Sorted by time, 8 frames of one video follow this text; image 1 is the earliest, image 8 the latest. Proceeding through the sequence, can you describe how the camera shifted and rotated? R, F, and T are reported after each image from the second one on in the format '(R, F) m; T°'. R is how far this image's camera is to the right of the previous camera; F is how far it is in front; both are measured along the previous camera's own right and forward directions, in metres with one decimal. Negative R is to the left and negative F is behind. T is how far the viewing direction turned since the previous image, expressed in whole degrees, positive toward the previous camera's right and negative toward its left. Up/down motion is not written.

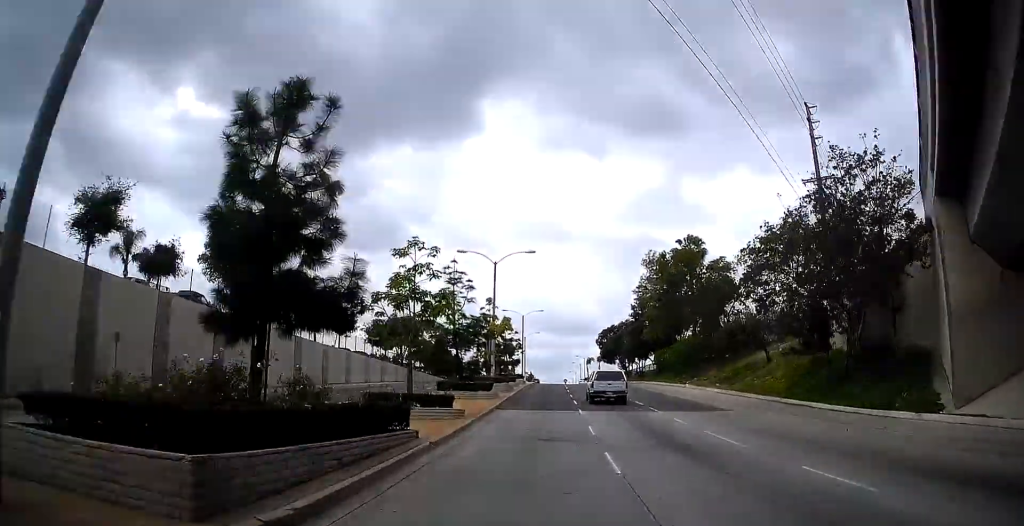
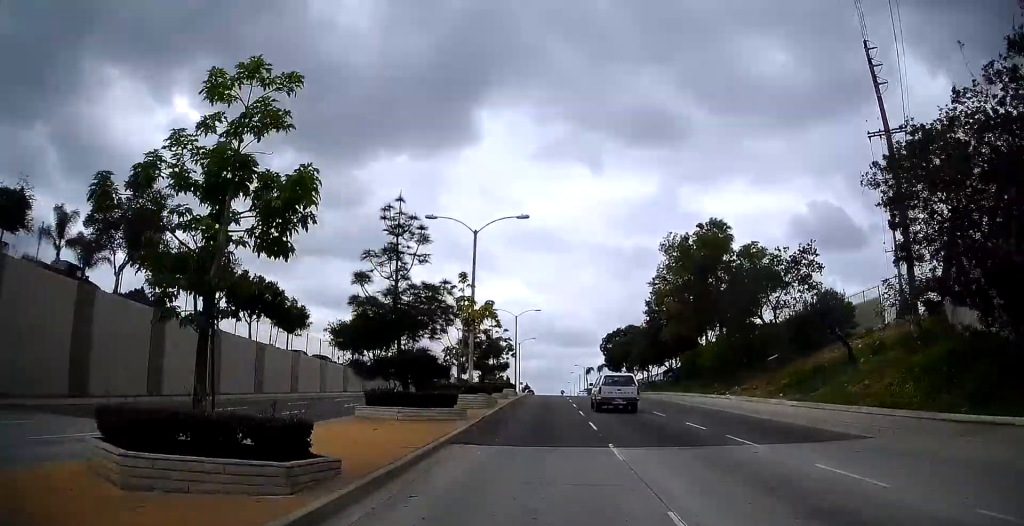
(-0.1, +12.3) m; 0°
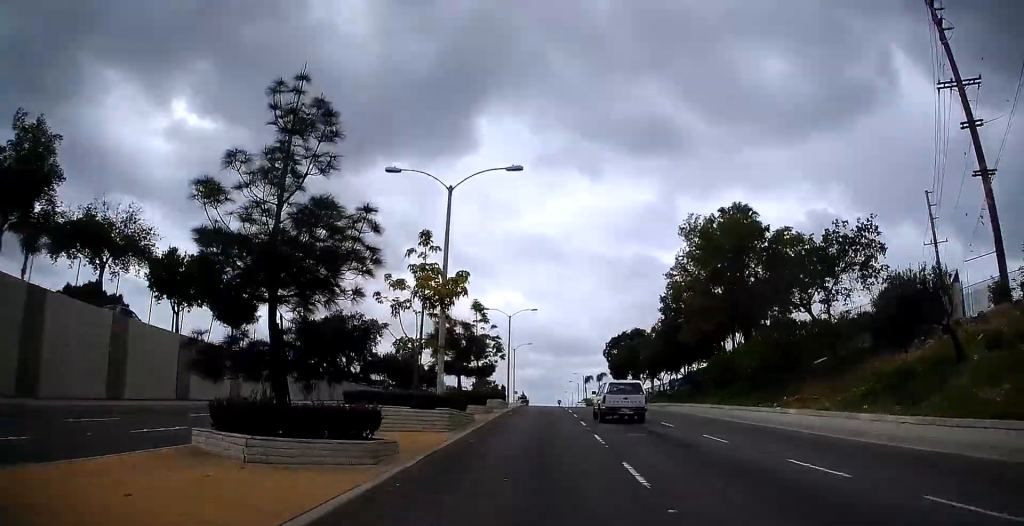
(+0.2, +9.3) m; 0°
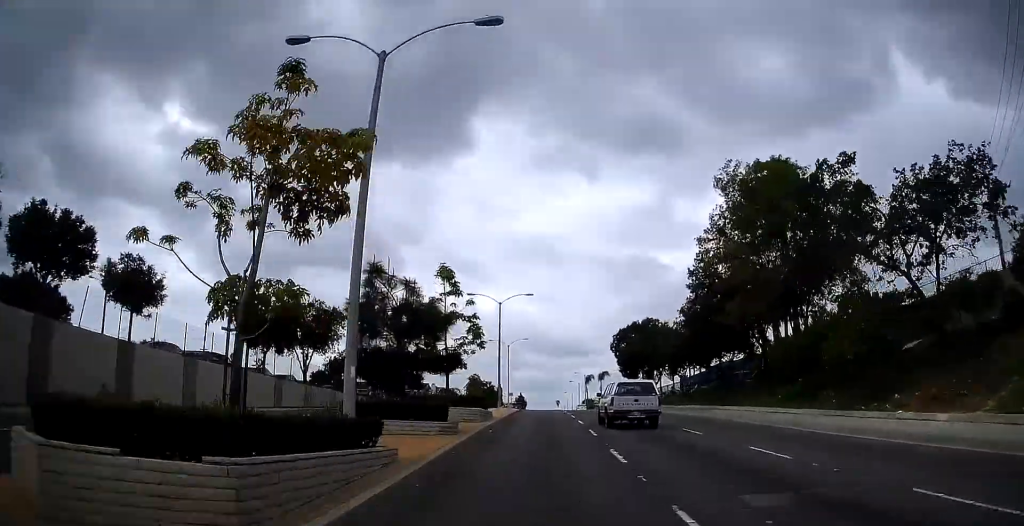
(+0.2, +11.6) m; 0°
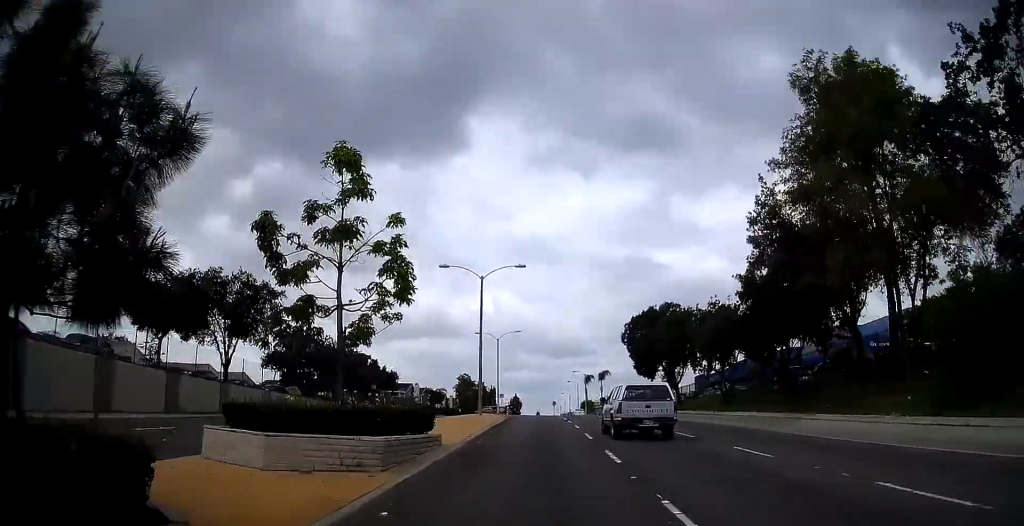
(-0.1, +14.1) m; 0°
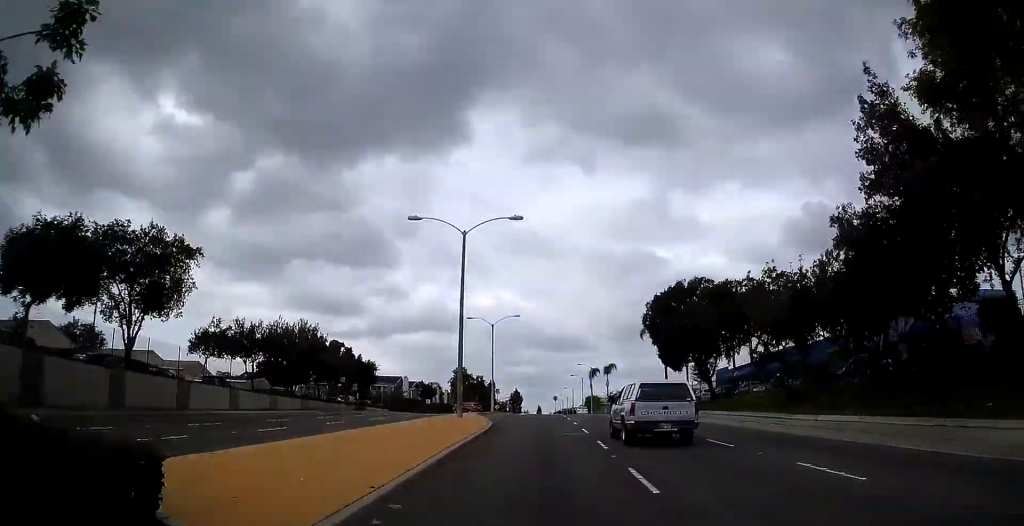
(0.0, +11.7) m; 0°
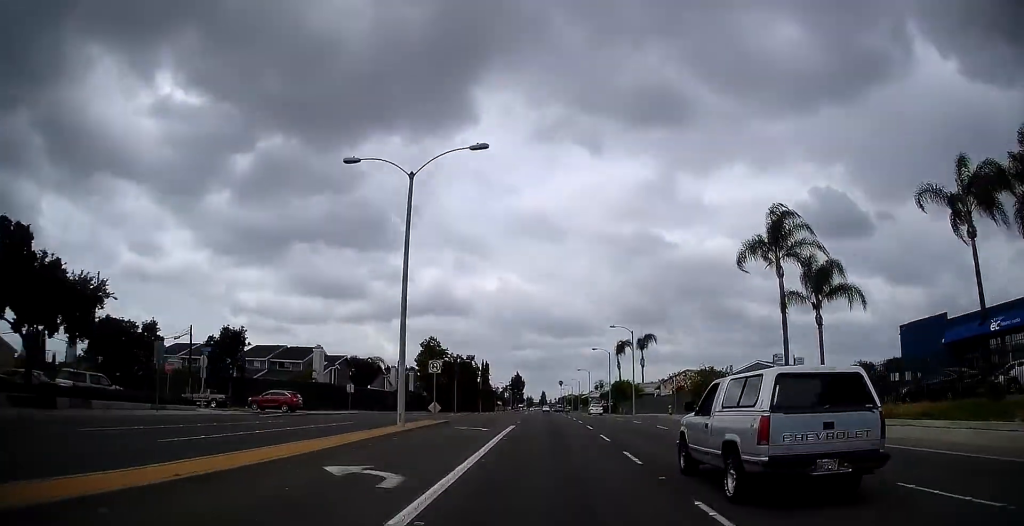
(-0.1, +47.5) m; -1°
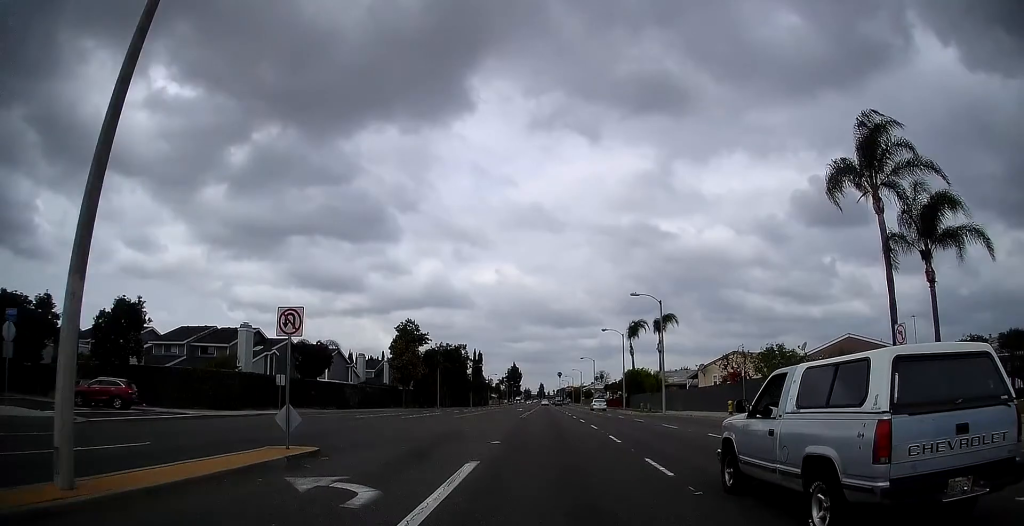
(-0.1, +17.1) m; 0°
